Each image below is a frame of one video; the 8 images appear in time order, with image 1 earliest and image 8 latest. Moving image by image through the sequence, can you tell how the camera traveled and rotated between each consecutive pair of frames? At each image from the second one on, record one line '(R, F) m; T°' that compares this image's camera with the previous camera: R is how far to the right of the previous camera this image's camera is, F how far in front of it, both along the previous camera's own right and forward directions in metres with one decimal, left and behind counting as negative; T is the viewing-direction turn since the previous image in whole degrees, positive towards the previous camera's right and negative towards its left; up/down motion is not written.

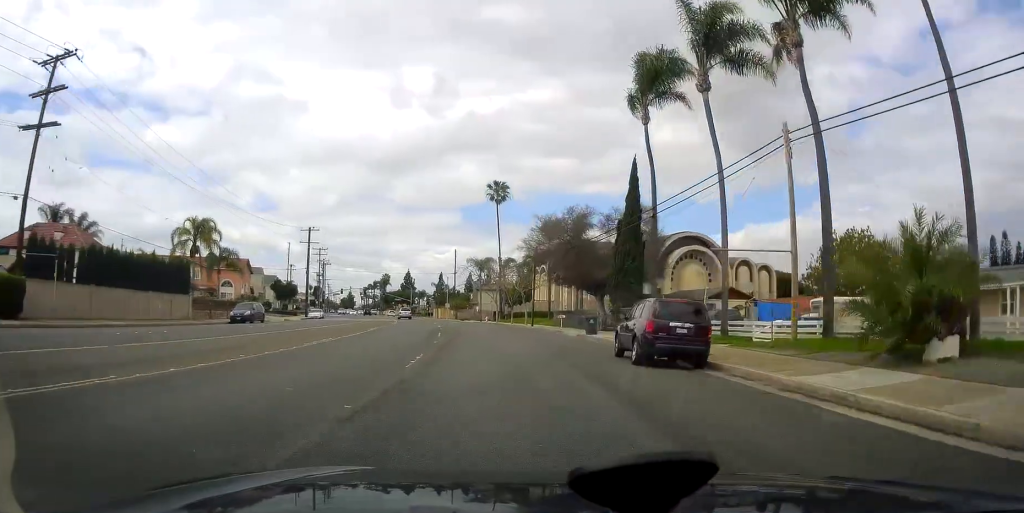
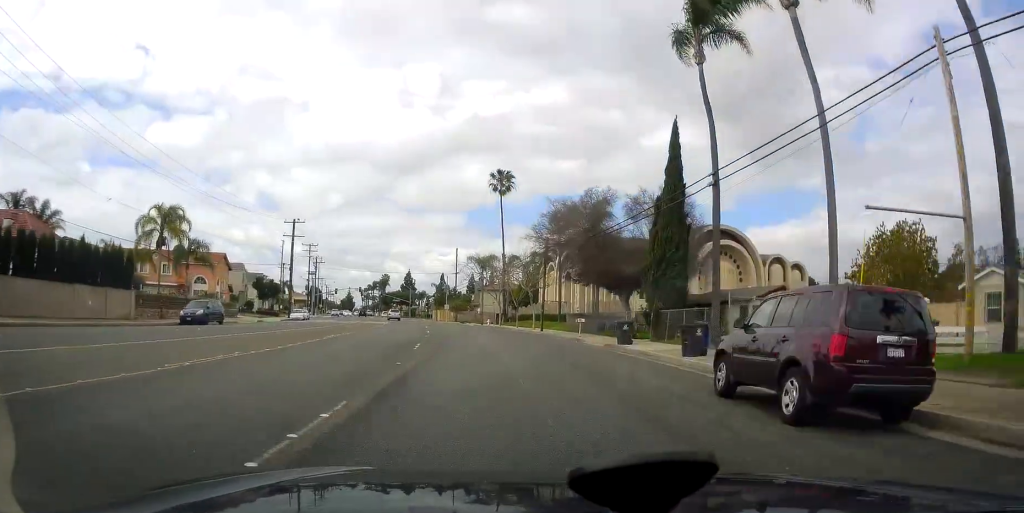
(-0.4, +8.7) m; -1°
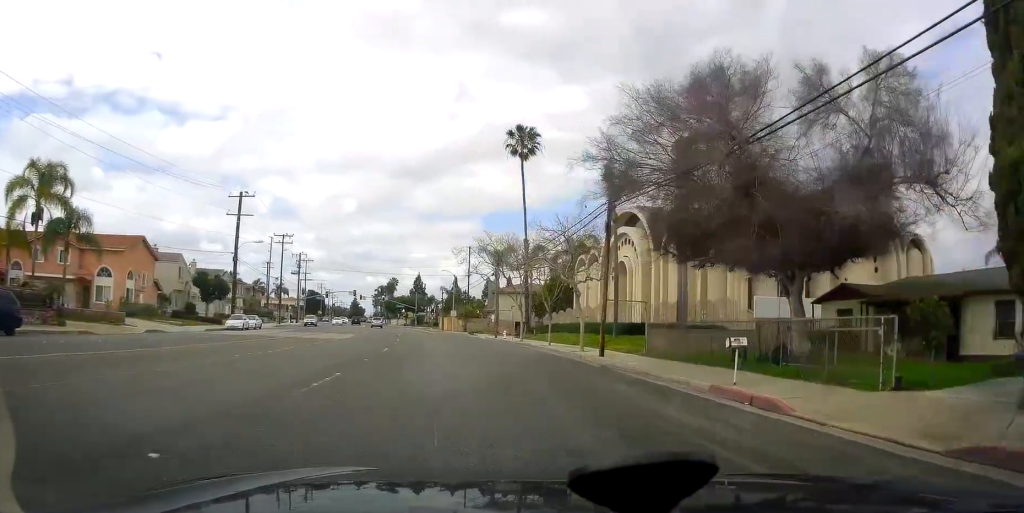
(-0.2, +23.1) m; -1°
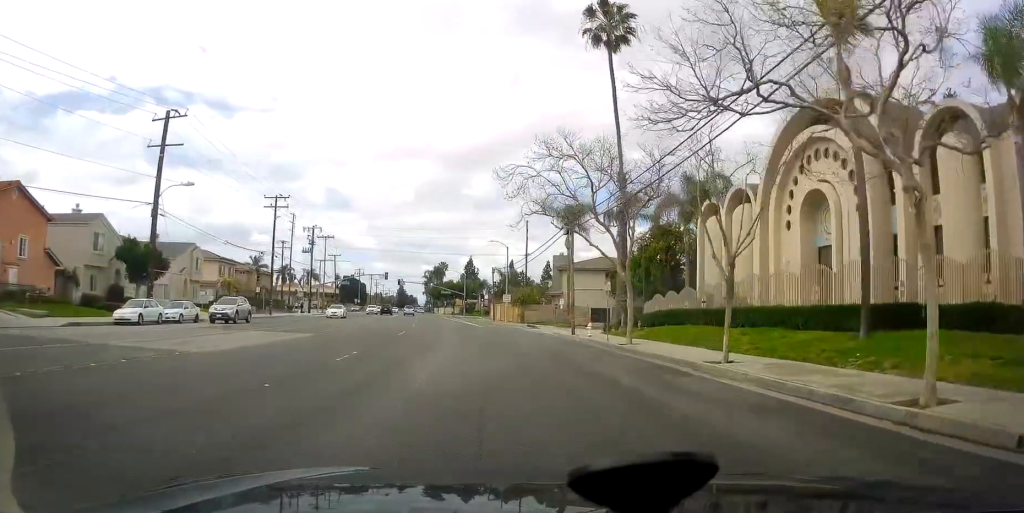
(-0.9, +24.1) m; -6°
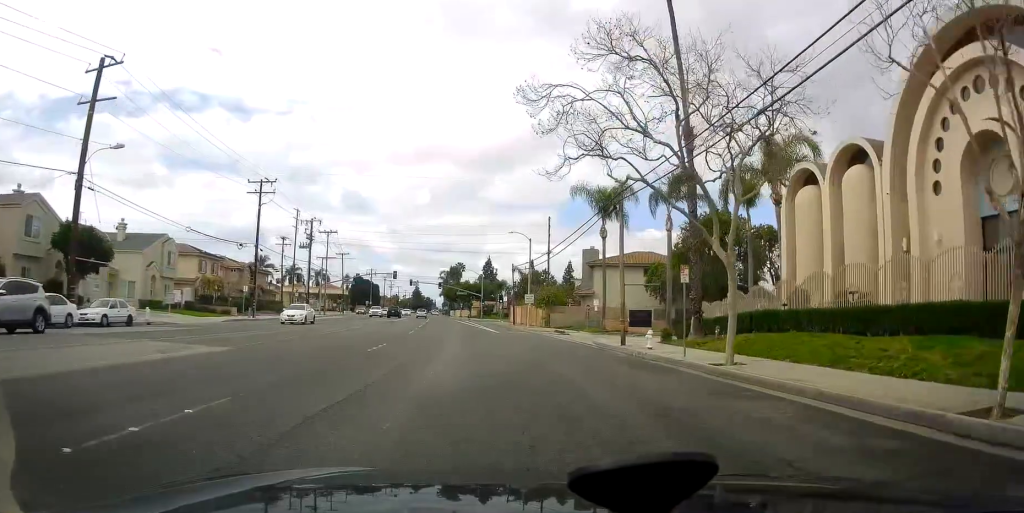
(-0.4, +10.1) m; -3°
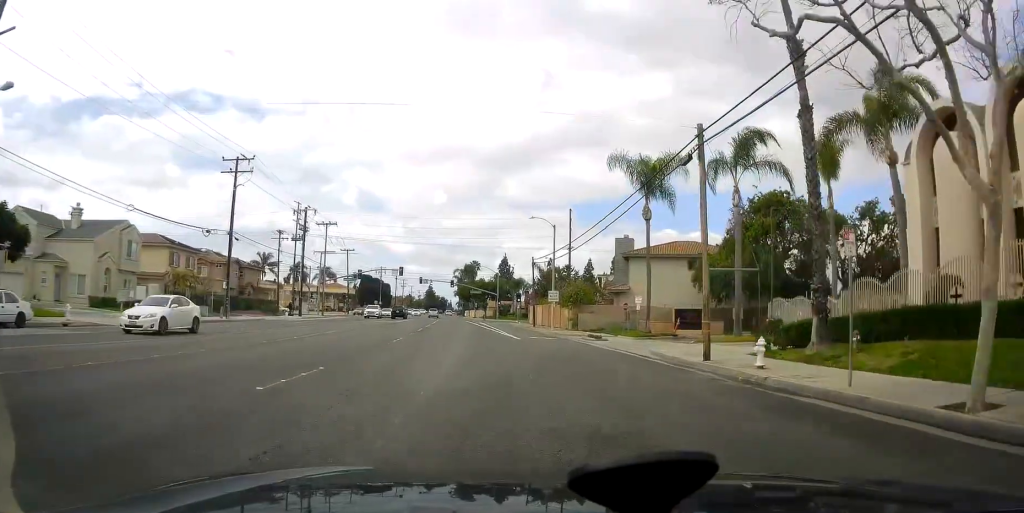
(-0.3, +9.9) m; -2°
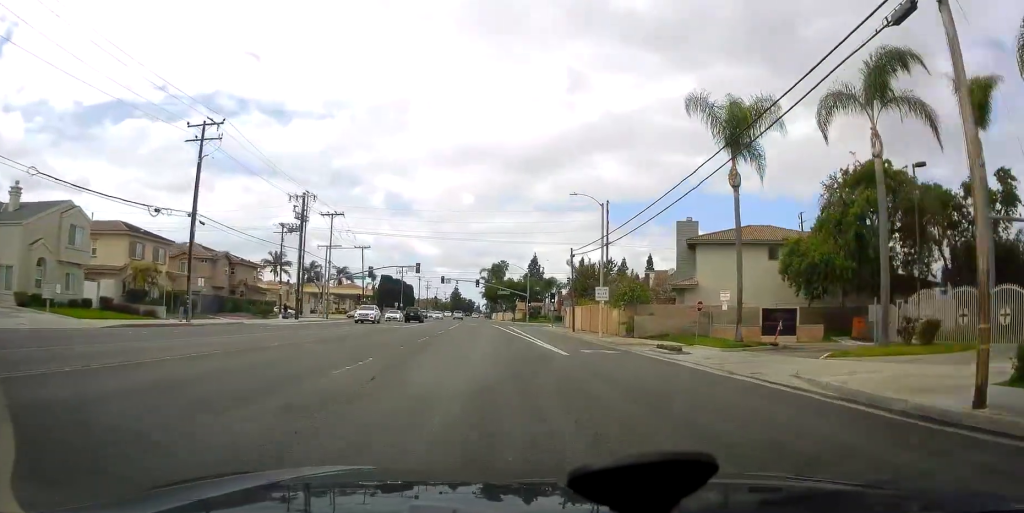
(-0.3, +11.6) m; -1°
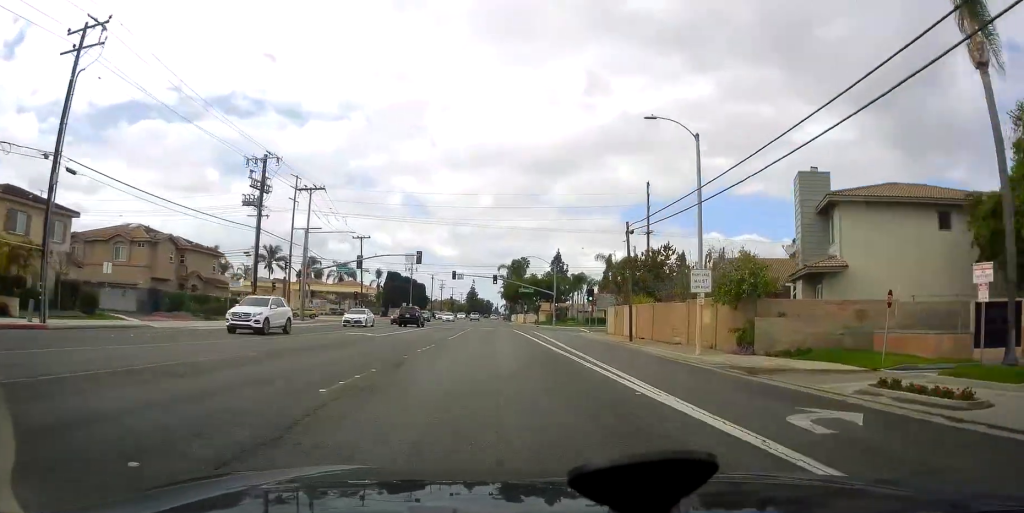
(0.0, +16.8) m; -1°
